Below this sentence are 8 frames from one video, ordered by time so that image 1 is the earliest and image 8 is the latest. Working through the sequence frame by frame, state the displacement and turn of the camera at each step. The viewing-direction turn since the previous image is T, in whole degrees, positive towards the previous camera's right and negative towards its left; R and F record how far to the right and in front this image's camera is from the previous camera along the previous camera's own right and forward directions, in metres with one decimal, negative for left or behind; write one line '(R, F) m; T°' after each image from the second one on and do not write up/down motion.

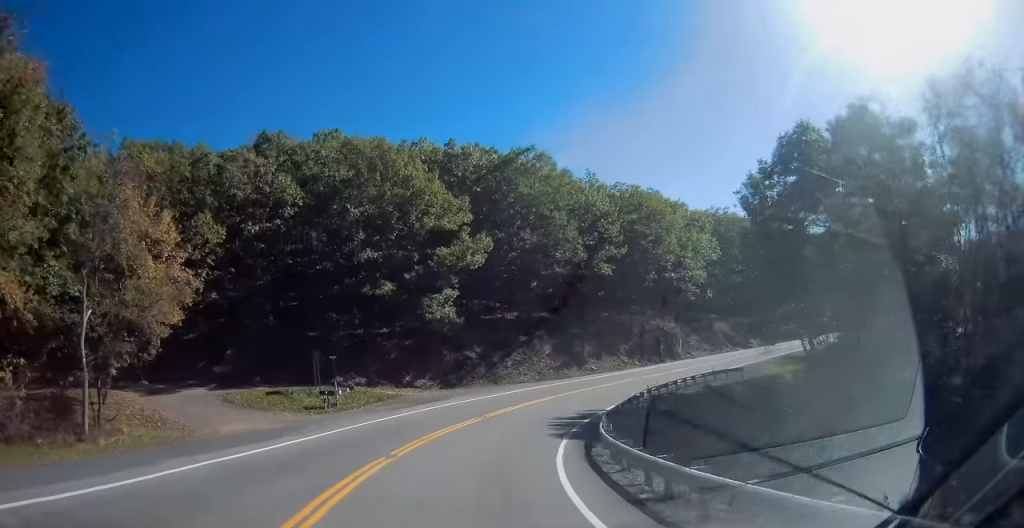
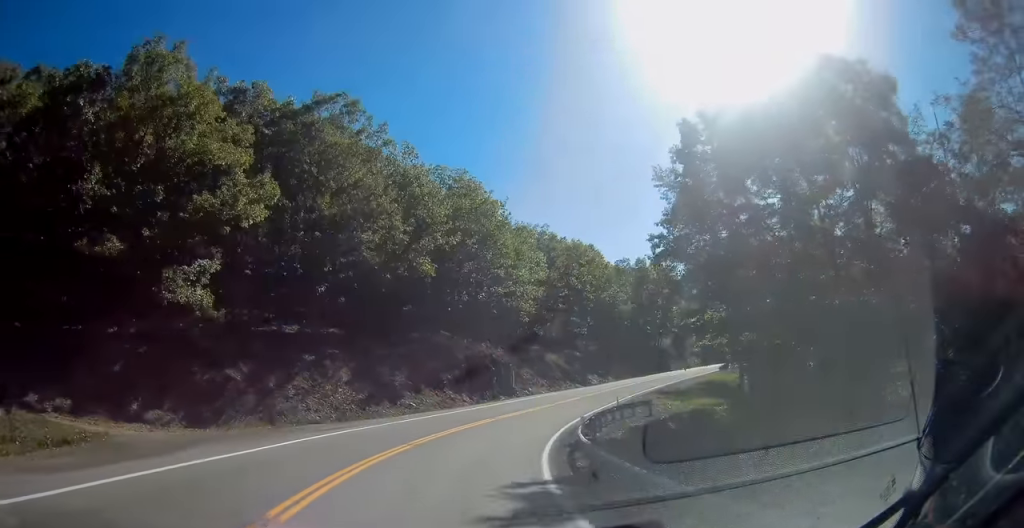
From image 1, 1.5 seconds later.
(+3.6, +18.9) m; +23°
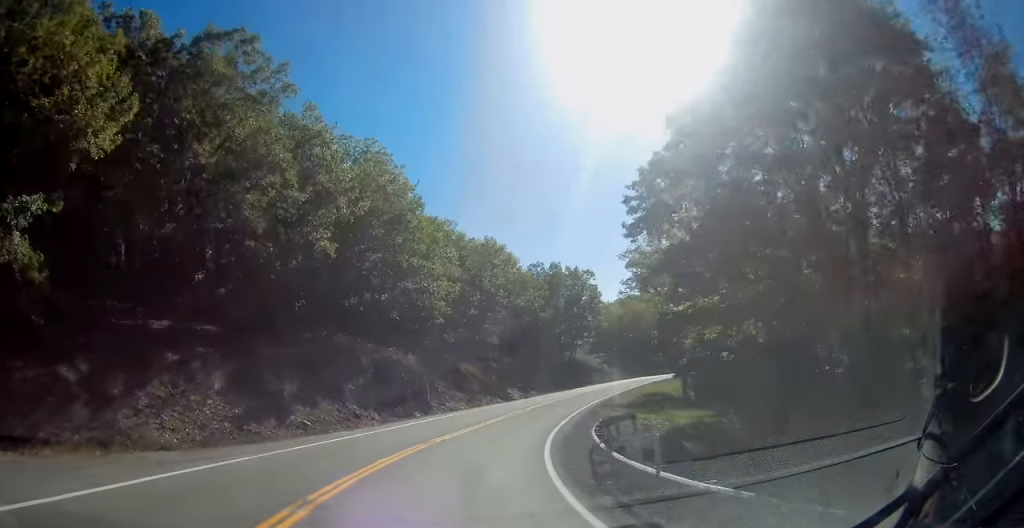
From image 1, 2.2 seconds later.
(+1.2, +9.7) m; +12°
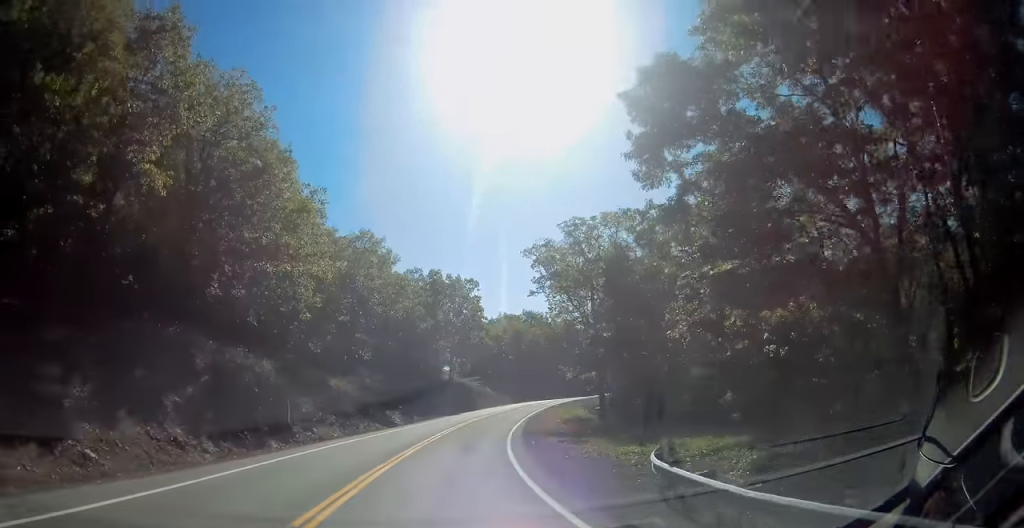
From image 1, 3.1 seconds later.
(+1.6, +12.3) m; +14°
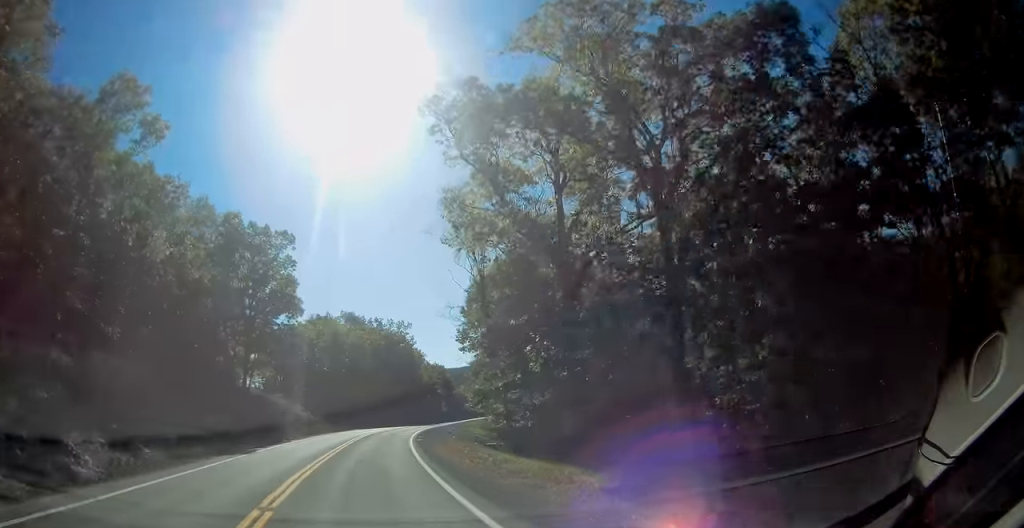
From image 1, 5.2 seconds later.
(+7.5, +30.2) m; +24°
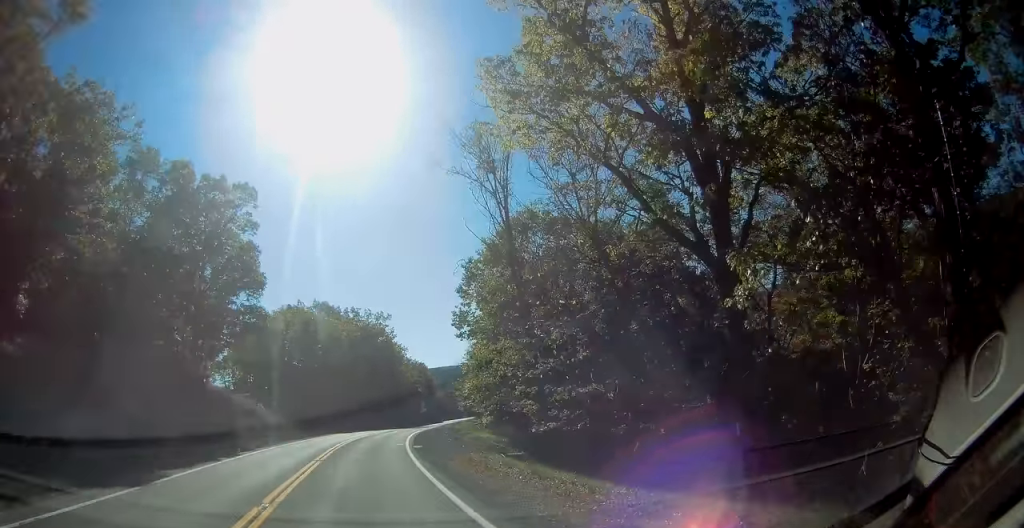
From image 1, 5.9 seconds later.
(+0.6, +11.6) m; +5°
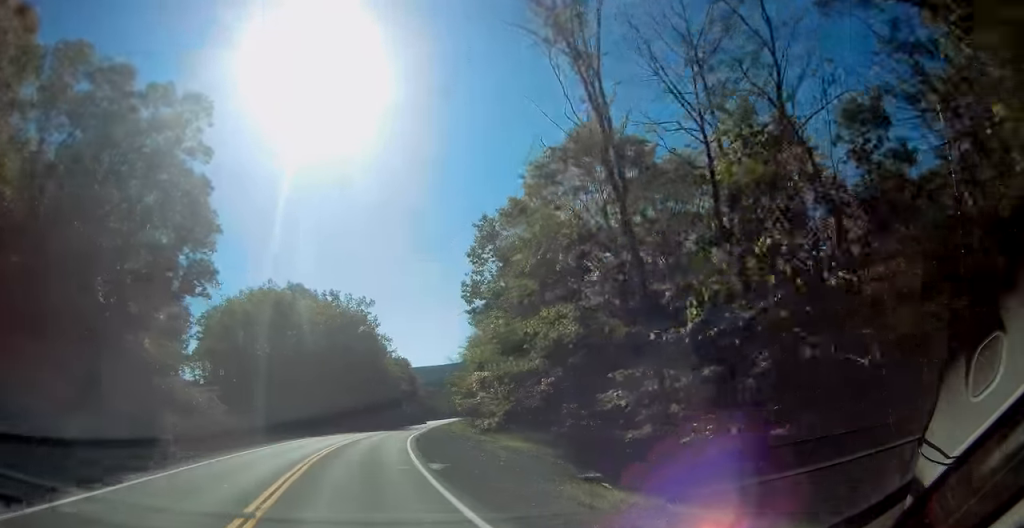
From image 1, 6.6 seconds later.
(+0.3, +12.8) m; +3°
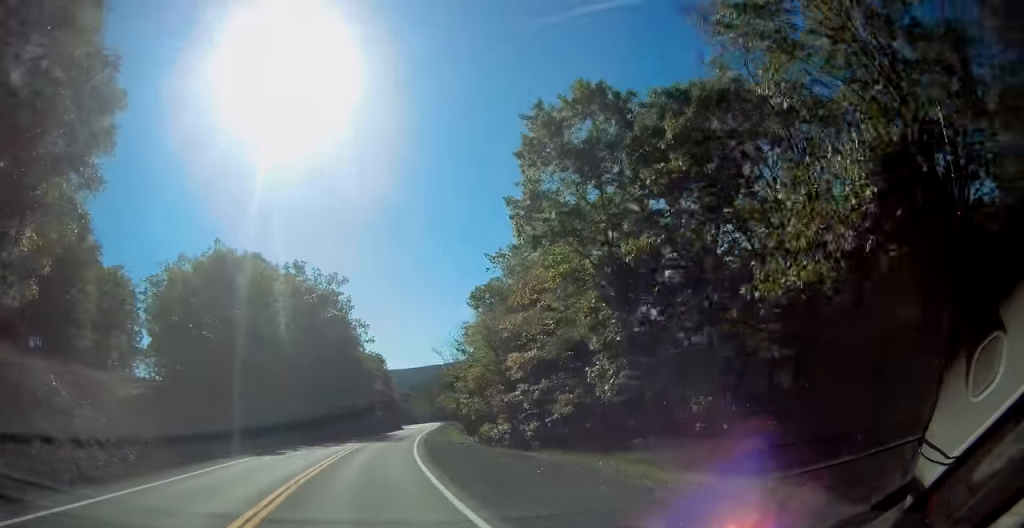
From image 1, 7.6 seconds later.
(+0.5, +18.0) m; +3°
